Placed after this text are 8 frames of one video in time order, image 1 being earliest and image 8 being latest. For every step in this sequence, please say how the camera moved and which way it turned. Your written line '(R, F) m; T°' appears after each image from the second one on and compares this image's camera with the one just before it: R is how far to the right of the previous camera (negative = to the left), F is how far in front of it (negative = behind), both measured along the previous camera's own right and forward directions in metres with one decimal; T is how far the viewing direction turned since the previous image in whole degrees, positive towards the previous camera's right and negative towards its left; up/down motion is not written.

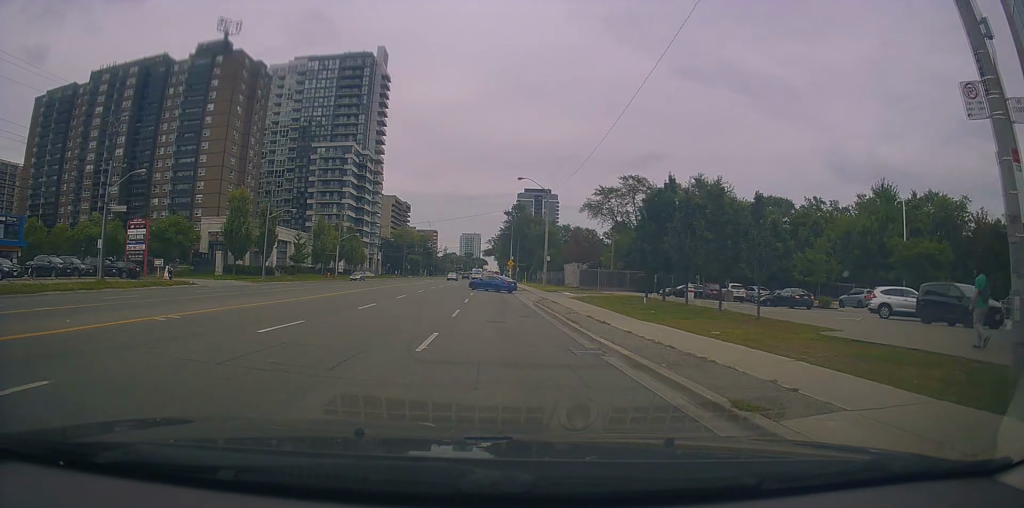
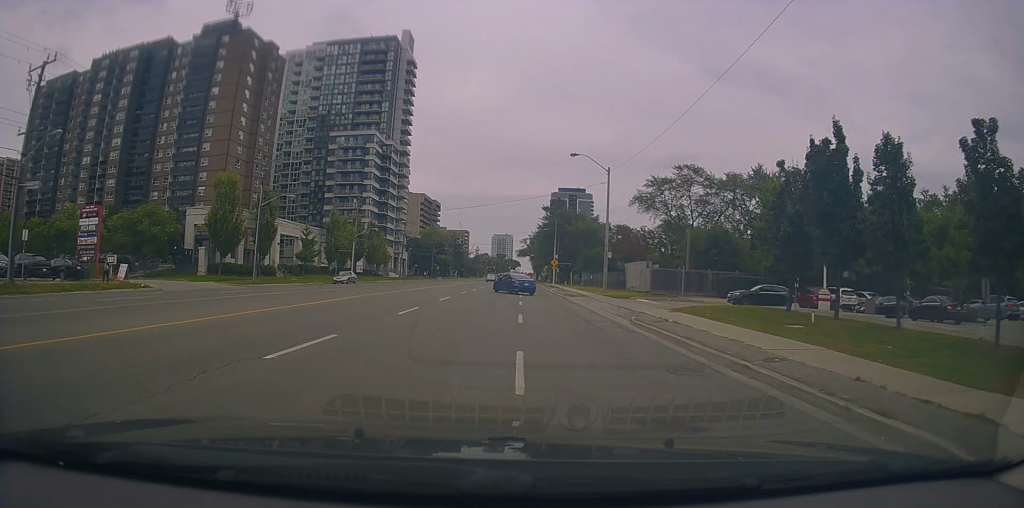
(-0.7, +11.2) m; -7°
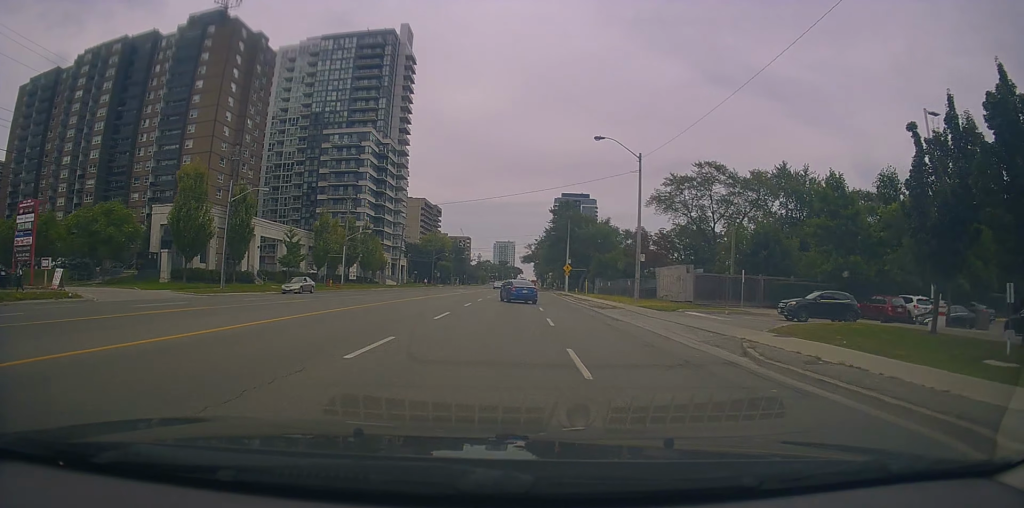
(-0.4, +8.0) m; -2°
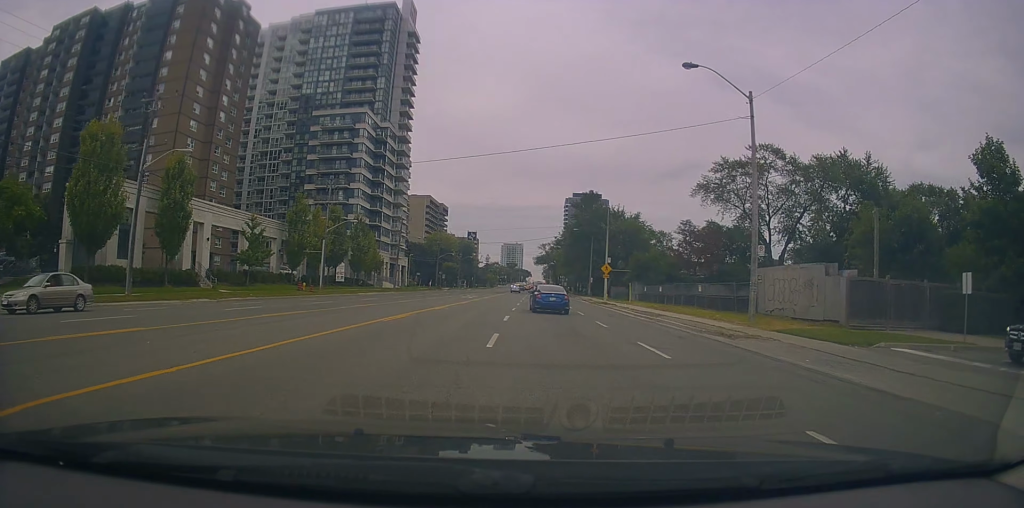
(-0.2, +15.4) m; -1°
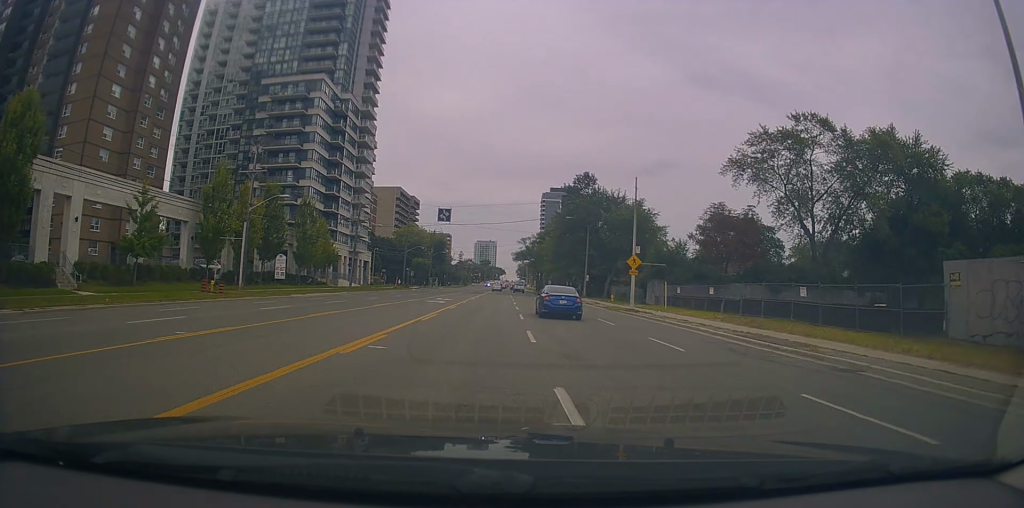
(+0.3, +16.3) m; +3°
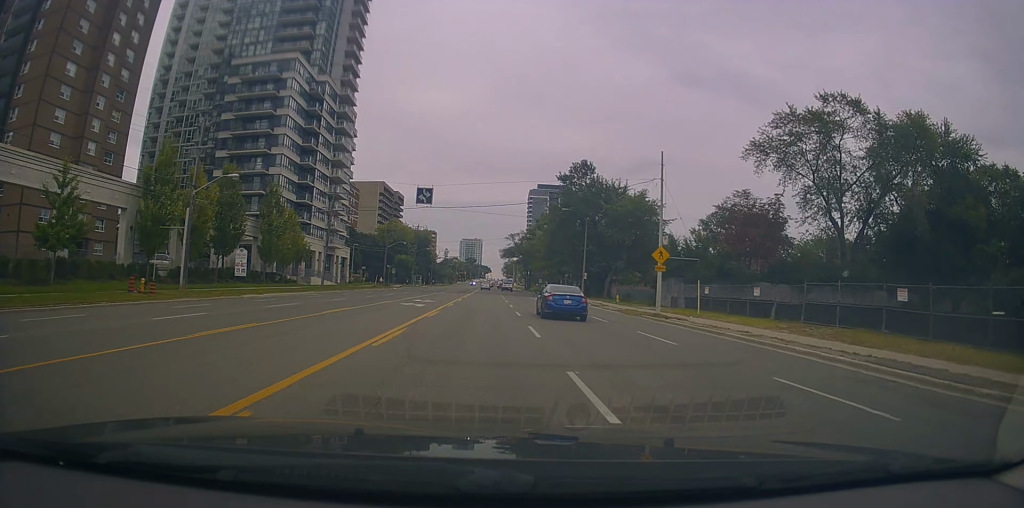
(+0.1, +7.5) m; +1°
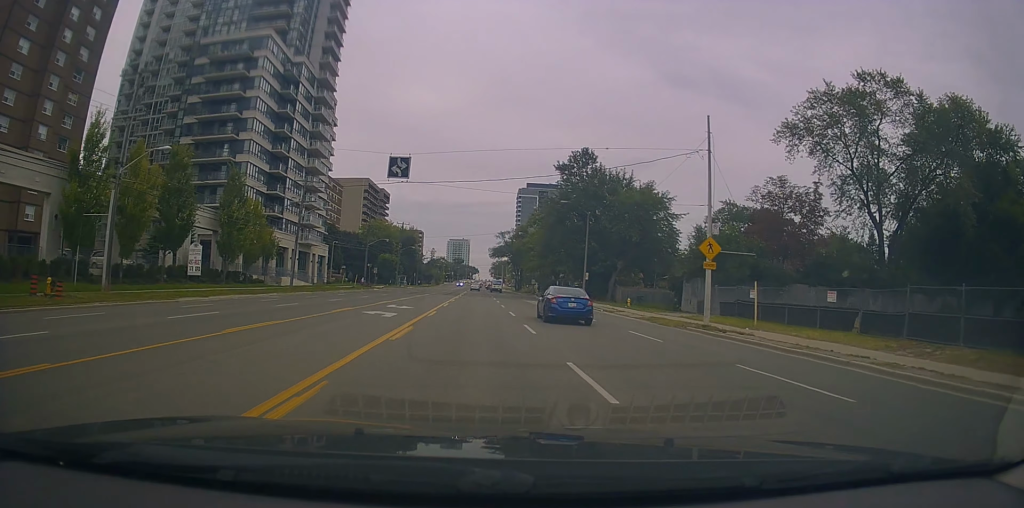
(+0.1, +7.2) m; +1°
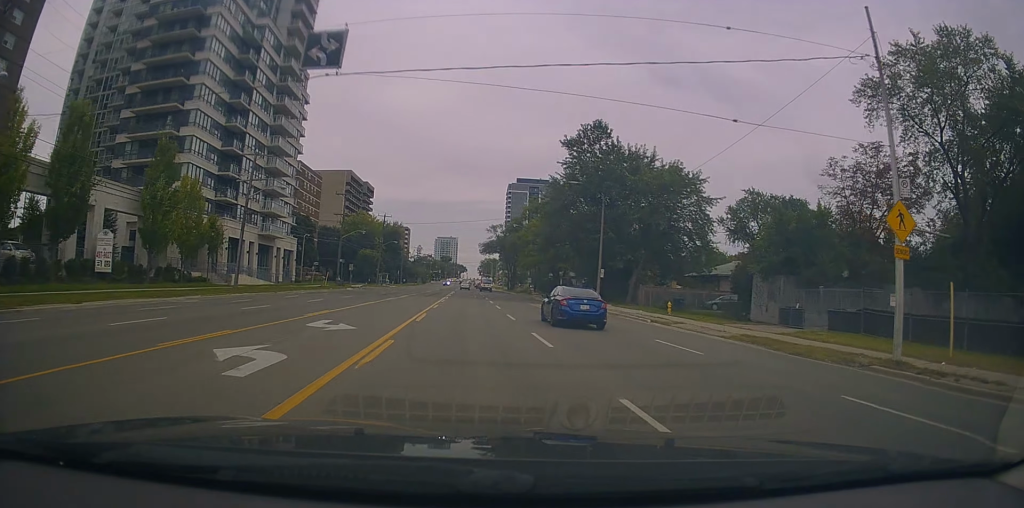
(+0.2, +11.4) m; +2°
